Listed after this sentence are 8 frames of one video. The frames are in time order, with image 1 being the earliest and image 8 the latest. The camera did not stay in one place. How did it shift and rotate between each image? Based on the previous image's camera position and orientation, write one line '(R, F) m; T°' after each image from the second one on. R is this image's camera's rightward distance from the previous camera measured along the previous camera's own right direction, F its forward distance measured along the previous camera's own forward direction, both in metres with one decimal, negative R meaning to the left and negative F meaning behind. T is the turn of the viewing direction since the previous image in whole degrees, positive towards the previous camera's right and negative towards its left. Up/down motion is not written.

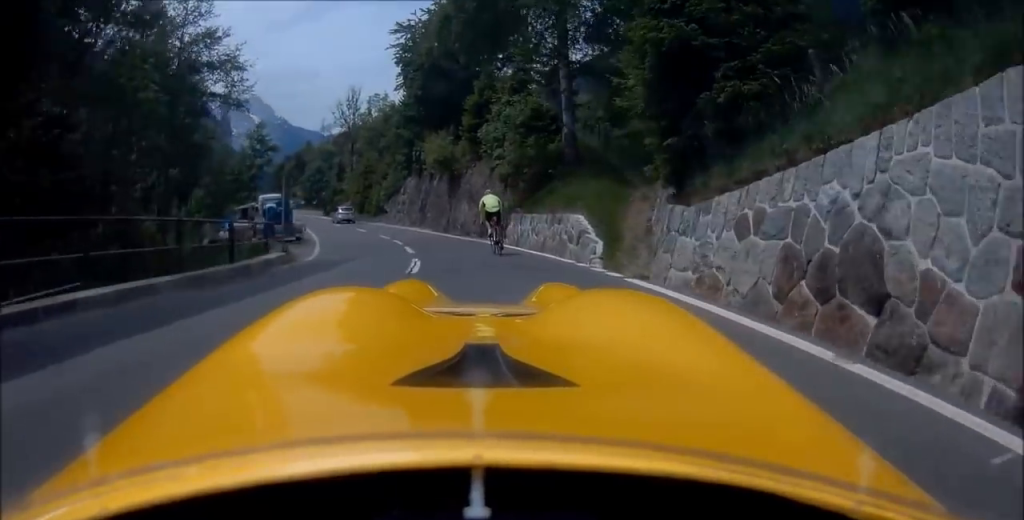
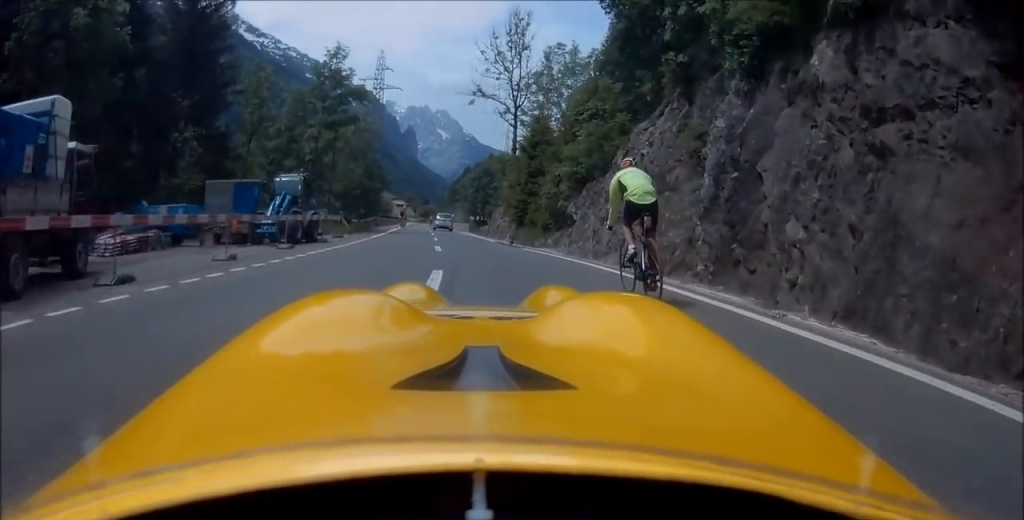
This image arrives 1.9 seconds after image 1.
(-8.7, +29.5) m; -23°
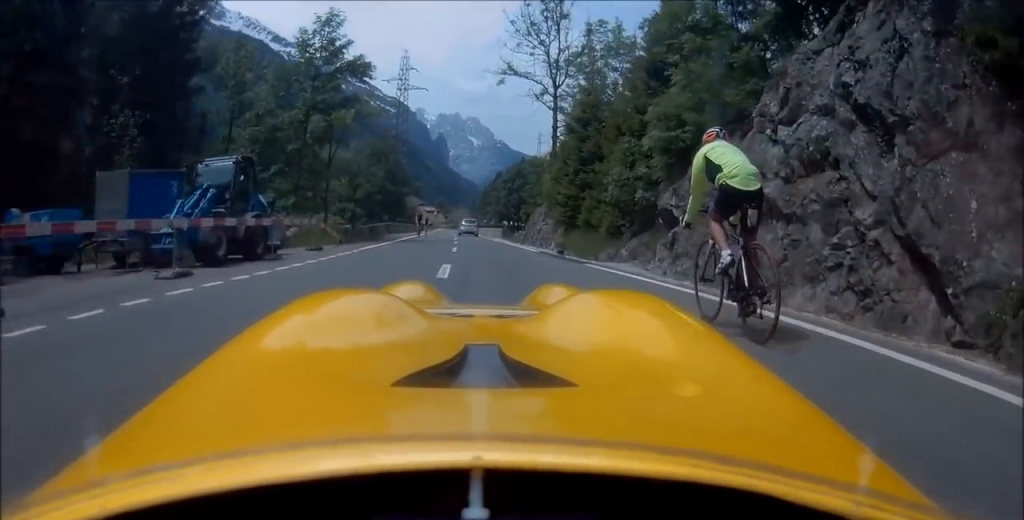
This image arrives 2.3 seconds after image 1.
(+0.2, +7.7) m; 0°
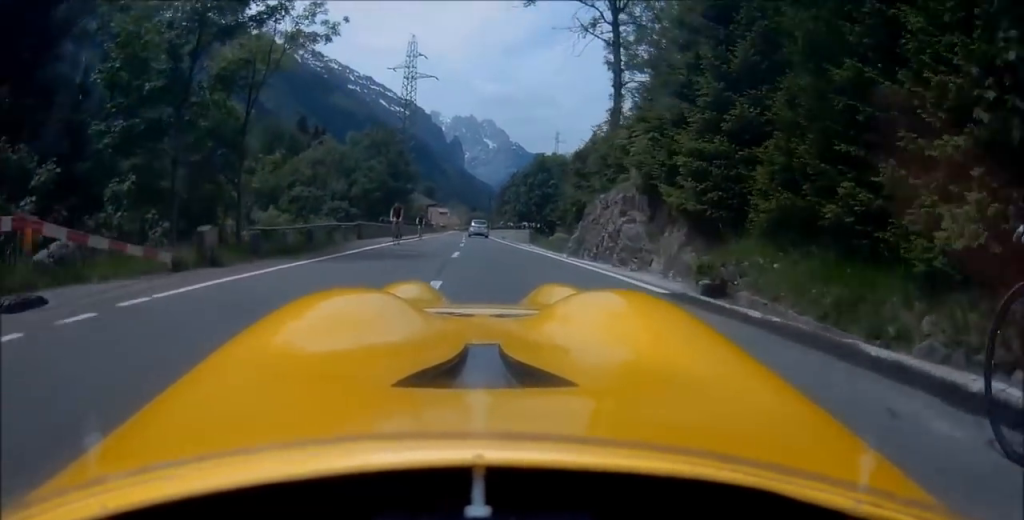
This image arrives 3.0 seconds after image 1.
(-0.1, +13.1) m; -1°
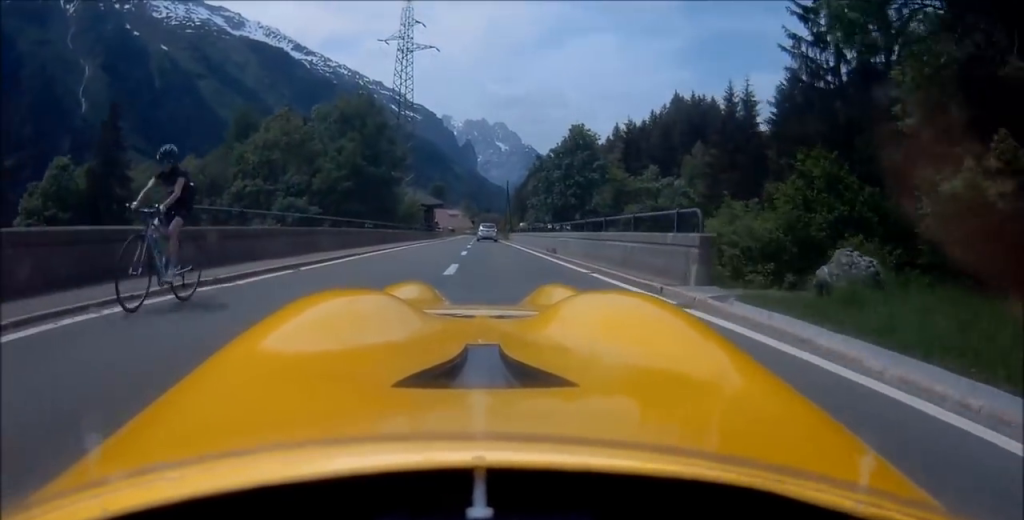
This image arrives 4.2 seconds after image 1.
(-0.3, +23.7) m; 0°
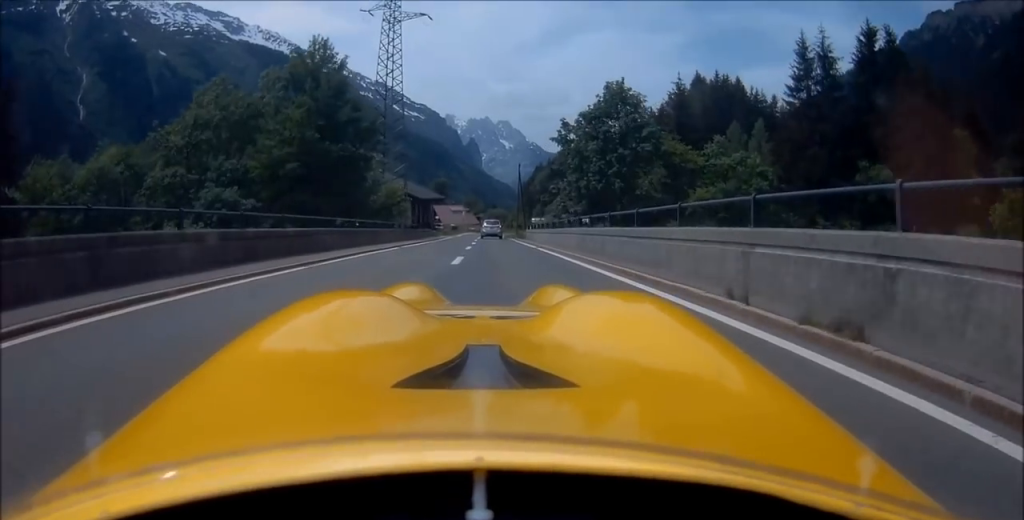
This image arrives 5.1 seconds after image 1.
(+0.1, +16.6) m; 0°
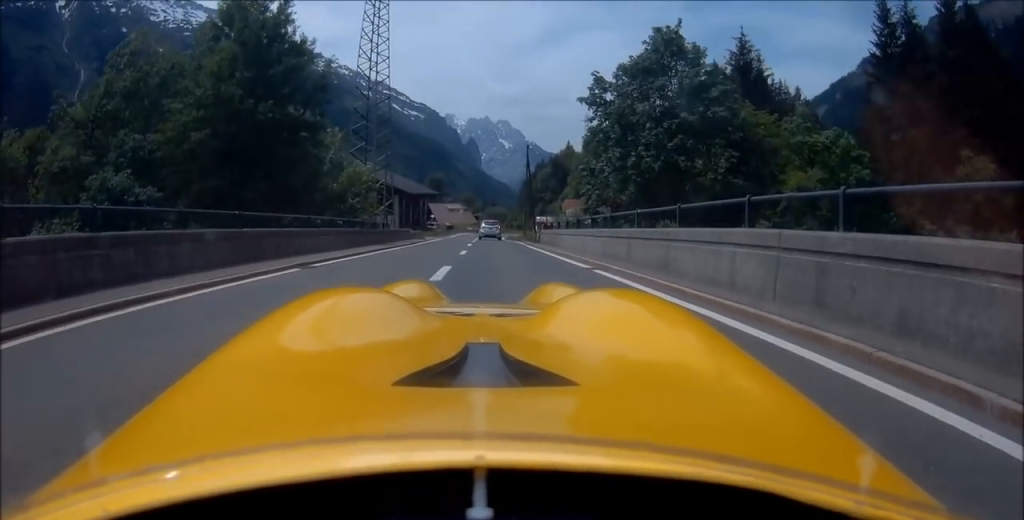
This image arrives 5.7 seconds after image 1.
(+0.1, +12.7) m; 0°
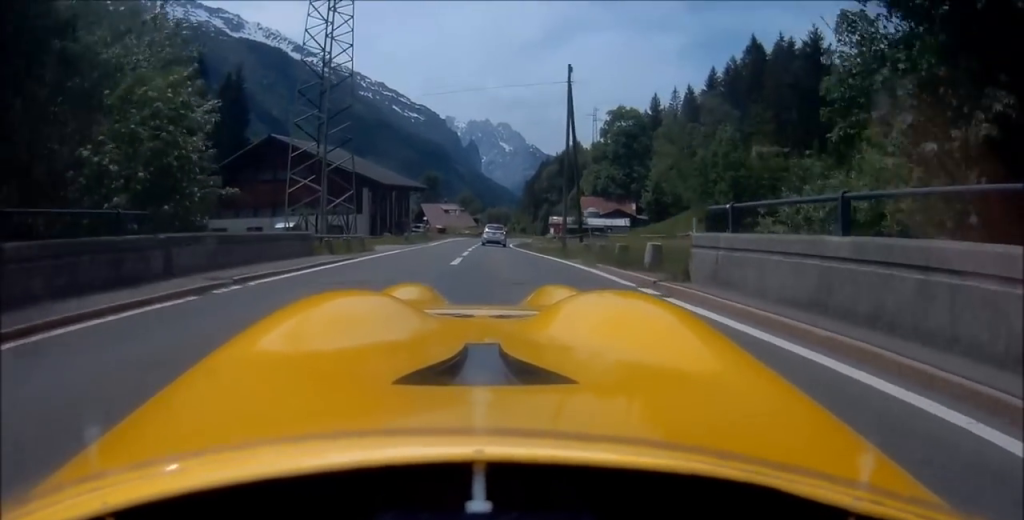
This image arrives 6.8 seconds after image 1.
(-0.2, +22.8) m; +2°
